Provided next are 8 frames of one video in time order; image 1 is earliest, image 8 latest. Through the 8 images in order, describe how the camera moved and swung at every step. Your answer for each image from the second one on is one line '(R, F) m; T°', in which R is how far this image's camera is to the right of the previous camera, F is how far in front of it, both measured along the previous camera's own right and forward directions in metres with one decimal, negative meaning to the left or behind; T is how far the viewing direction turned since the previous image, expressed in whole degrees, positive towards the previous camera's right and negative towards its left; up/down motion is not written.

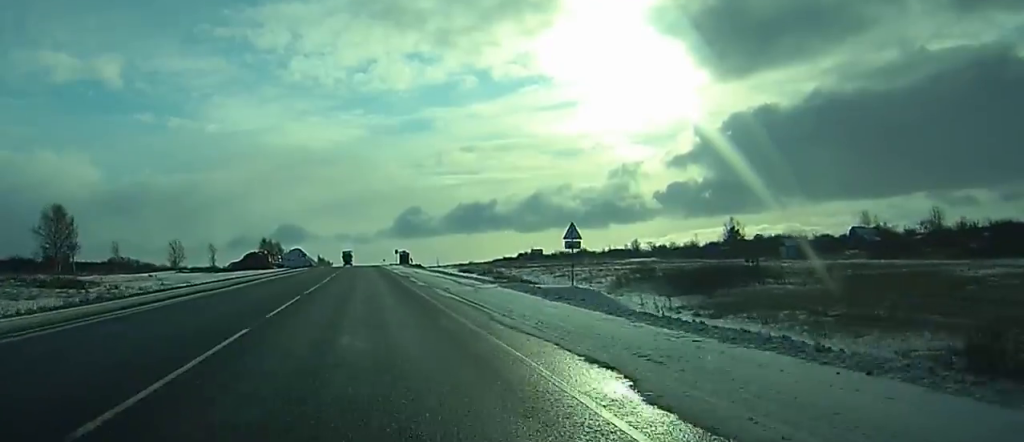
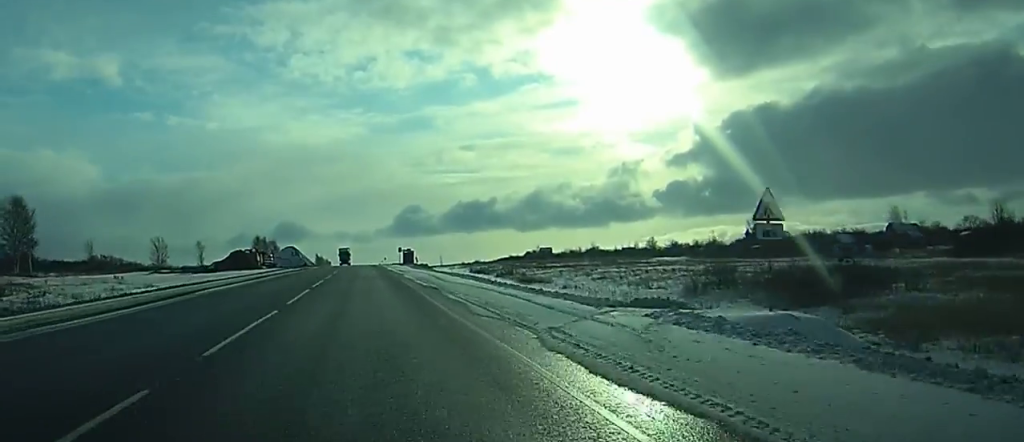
(0.0, +18.9) m; 0°
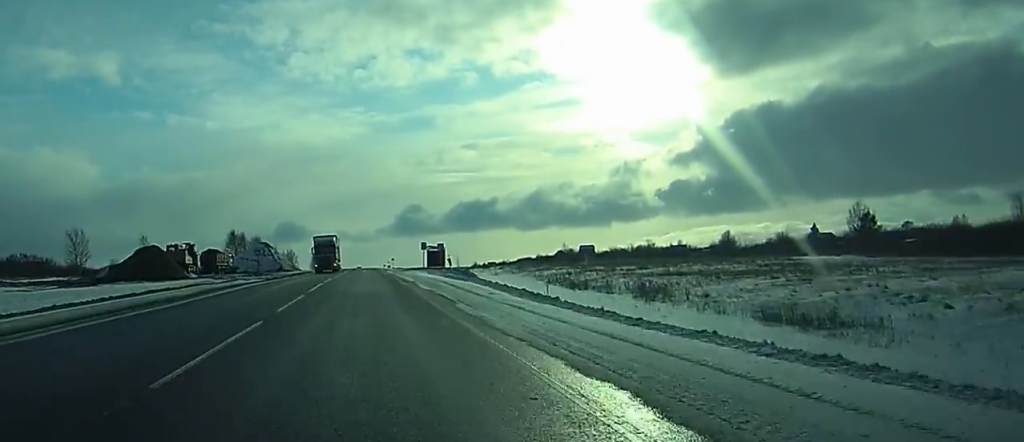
(+0.6, +62.5) m; +1°
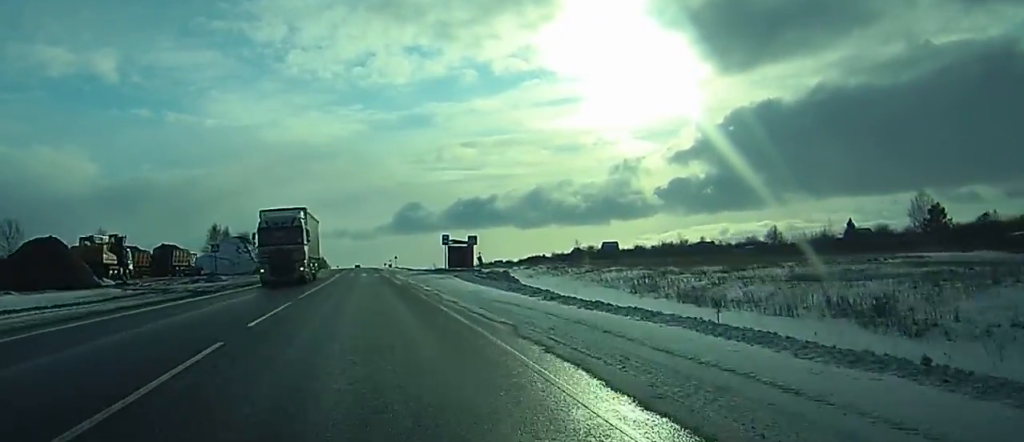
(-0.1, +28.8) m; -1°
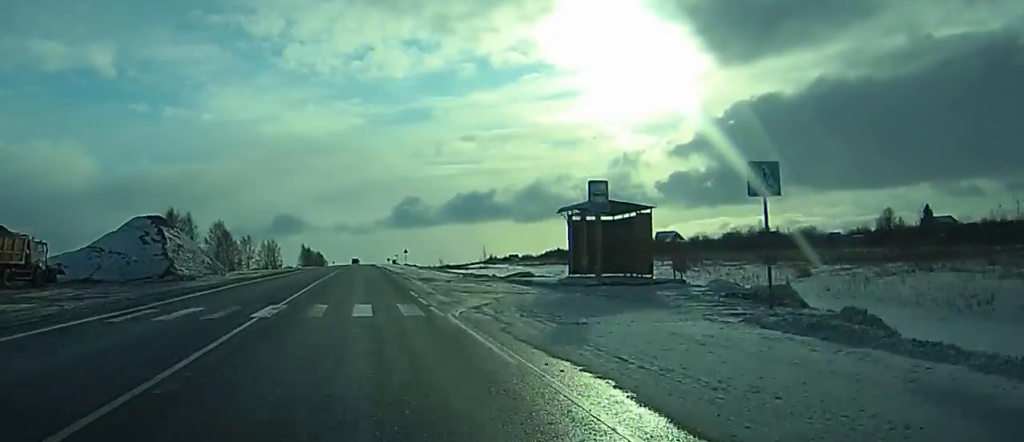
(-0.6, +49.5) m; -1°
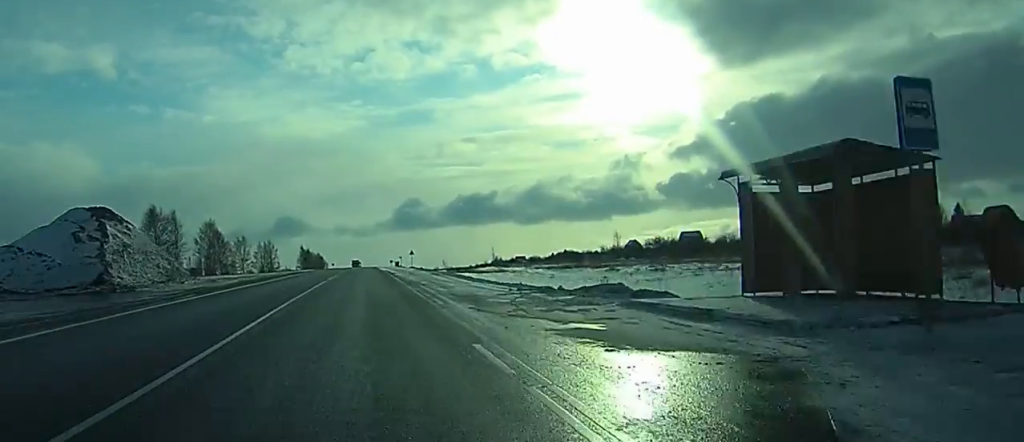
(0.0, +15.8) m; 0°
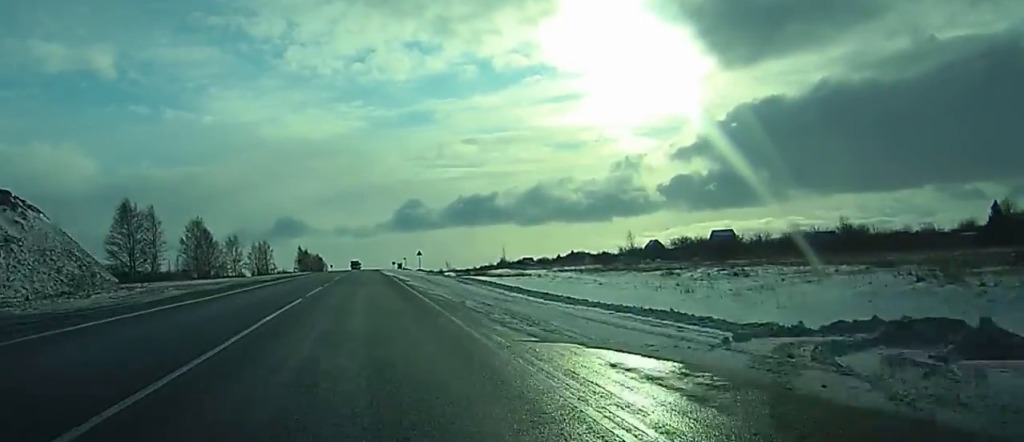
(0.0, +17.7) m; 0°
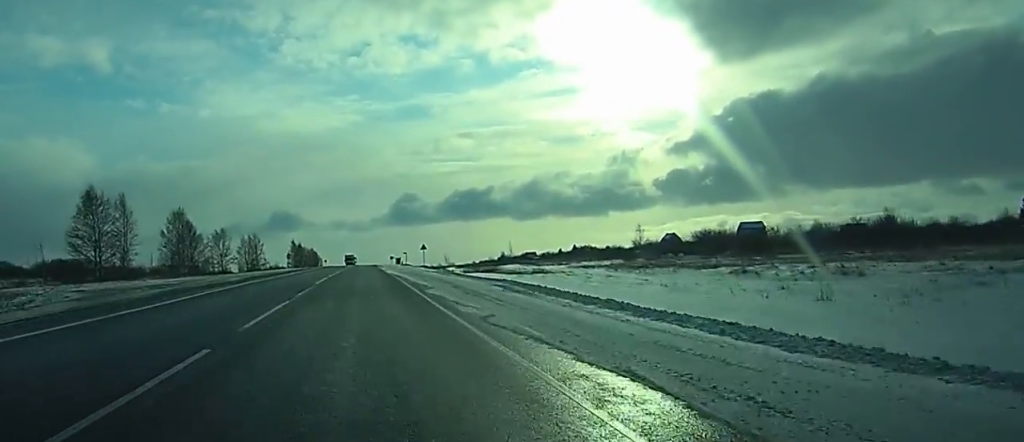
(+0.1, +15.7) m; 0°
